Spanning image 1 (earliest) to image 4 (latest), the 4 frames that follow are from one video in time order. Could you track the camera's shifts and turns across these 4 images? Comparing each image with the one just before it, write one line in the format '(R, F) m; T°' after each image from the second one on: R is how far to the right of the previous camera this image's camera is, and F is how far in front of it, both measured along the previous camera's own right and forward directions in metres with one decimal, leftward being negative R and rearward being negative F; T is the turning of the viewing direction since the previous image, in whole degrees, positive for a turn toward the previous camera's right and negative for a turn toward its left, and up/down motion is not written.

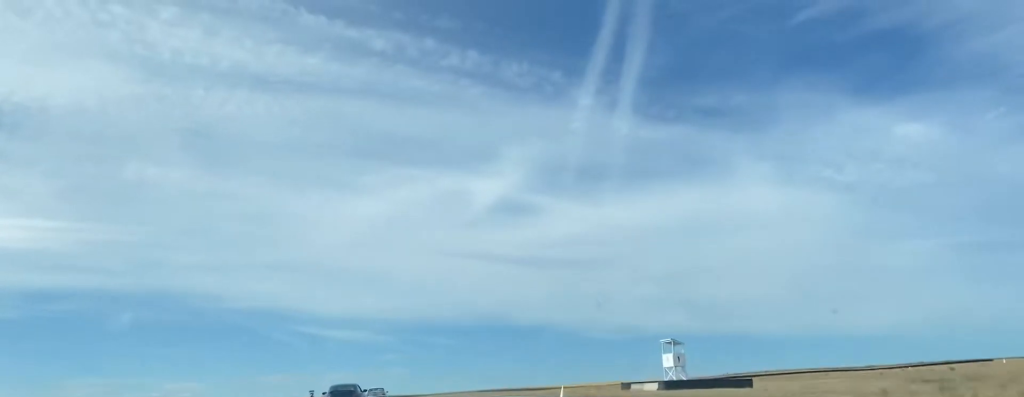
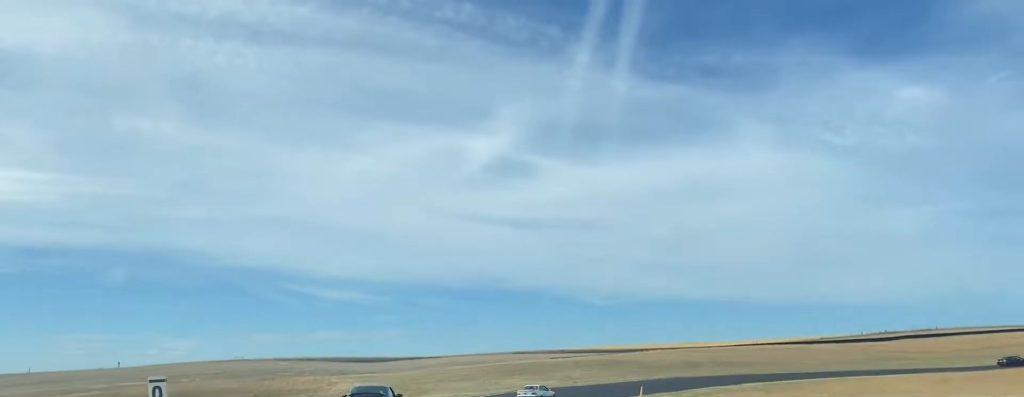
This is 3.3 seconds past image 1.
(-0.5, +102.9) m; +2°
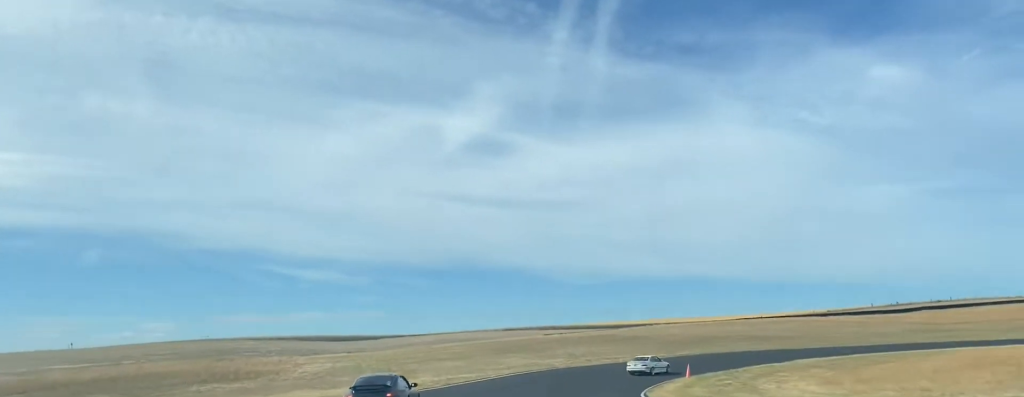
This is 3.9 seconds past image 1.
(+0.3, +15.7) m; +4°
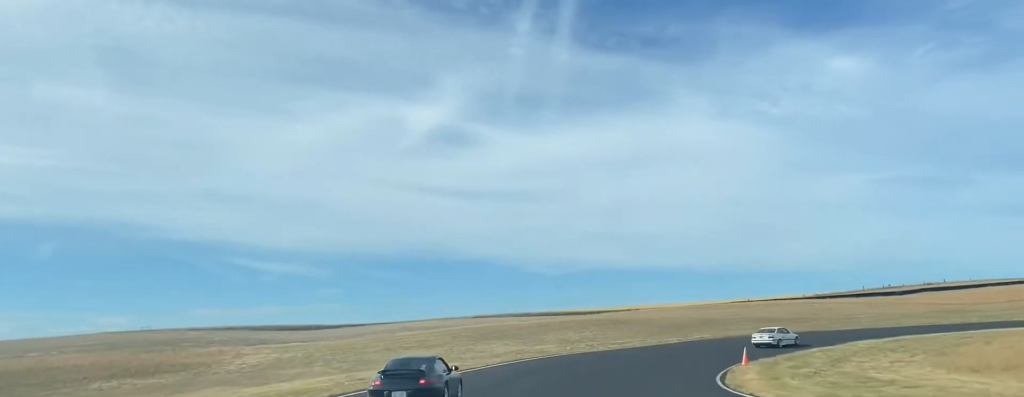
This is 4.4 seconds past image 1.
(-0.5, +13.4) m; +5°
